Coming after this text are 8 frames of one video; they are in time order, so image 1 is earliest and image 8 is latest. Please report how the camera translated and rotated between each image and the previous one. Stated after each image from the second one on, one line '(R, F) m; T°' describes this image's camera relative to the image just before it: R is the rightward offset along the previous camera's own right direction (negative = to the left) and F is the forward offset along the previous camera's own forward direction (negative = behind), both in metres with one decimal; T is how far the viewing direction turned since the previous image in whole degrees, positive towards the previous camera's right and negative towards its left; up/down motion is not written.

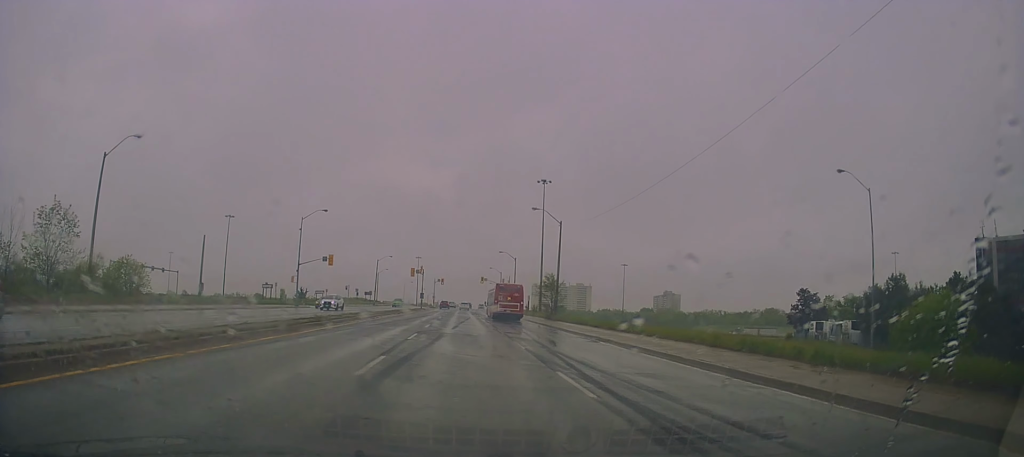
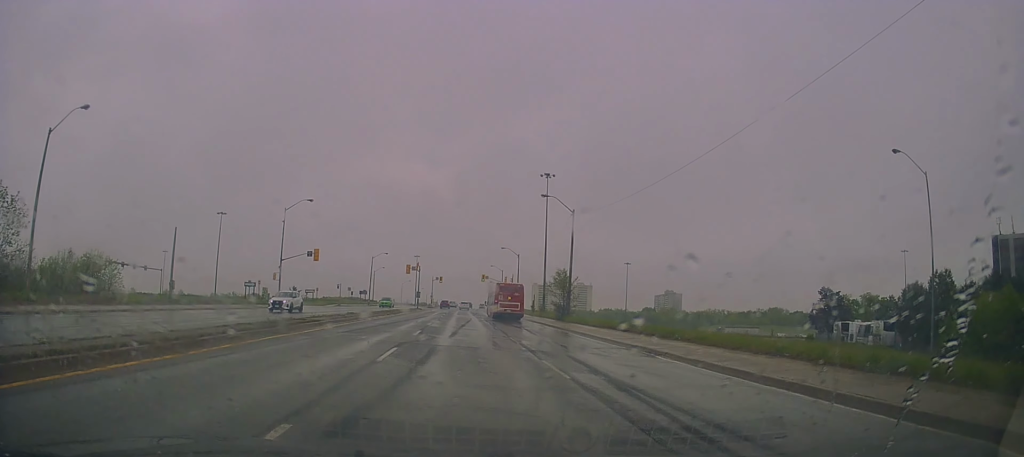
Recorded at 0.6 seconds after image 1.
(+0.3, +6.9) m; 0°
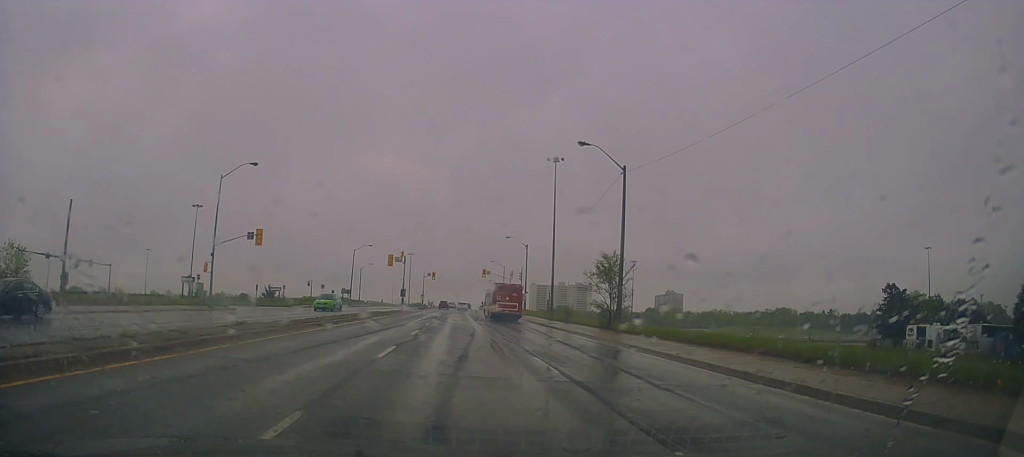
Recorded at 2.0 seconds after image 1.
(-0.6, +17.4) m; -1°
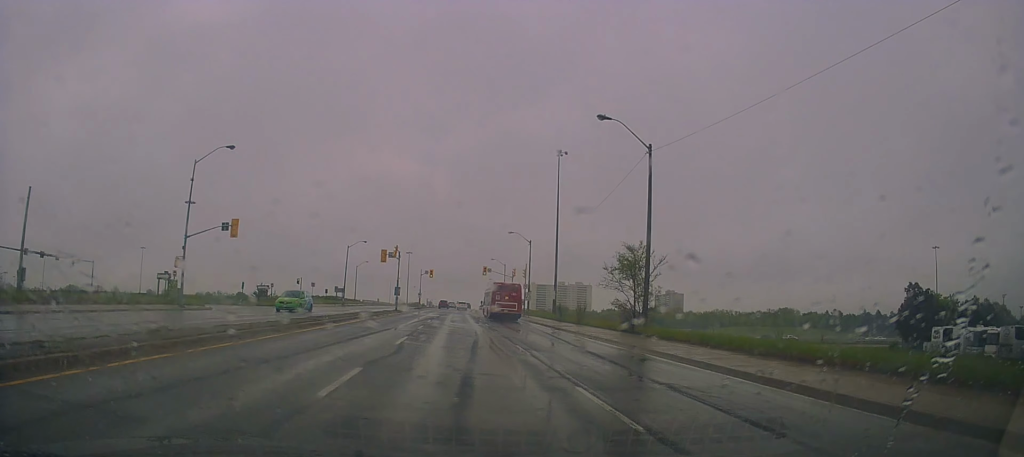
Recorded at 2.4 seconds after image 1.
(0.0, +5.1) m; +1°
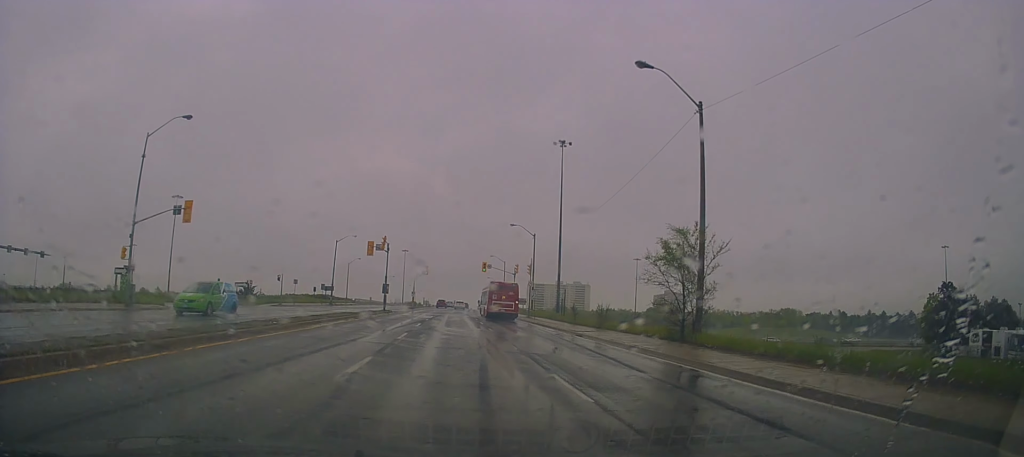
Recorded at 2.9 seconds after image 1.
(+0.1, +7.0) m; +1°
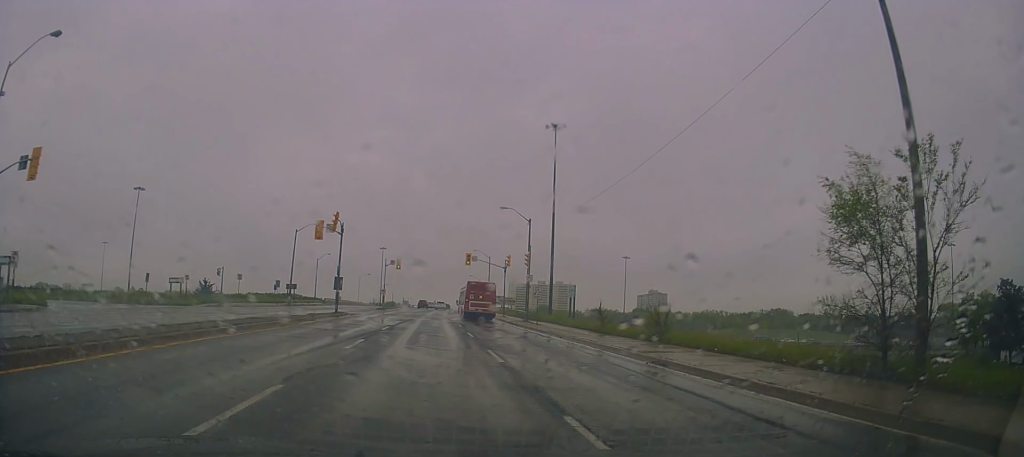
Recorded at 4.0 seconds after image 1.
(+0.3, +13.5) m; +1°
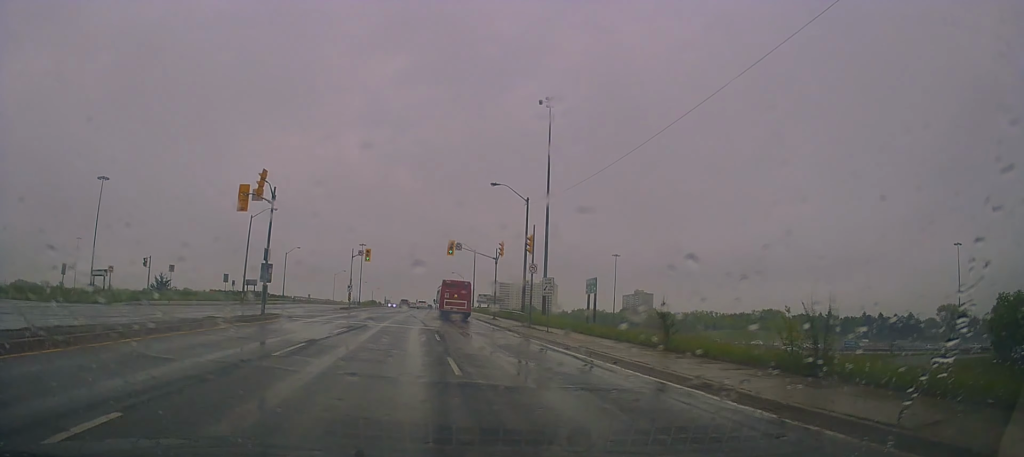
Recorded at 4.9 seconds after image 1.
(+0.1, +11.5) m; -1°
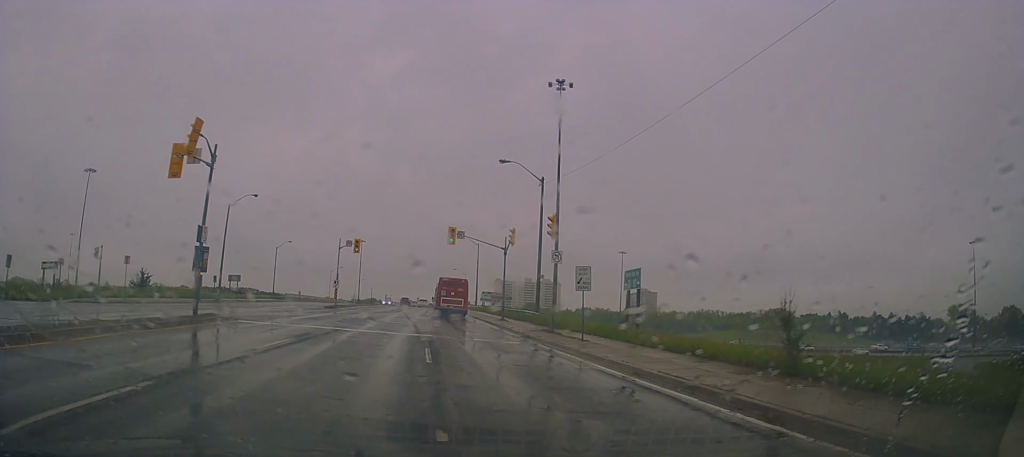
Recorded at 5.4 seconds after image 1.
(-0.4, +7.3) m; +1°
